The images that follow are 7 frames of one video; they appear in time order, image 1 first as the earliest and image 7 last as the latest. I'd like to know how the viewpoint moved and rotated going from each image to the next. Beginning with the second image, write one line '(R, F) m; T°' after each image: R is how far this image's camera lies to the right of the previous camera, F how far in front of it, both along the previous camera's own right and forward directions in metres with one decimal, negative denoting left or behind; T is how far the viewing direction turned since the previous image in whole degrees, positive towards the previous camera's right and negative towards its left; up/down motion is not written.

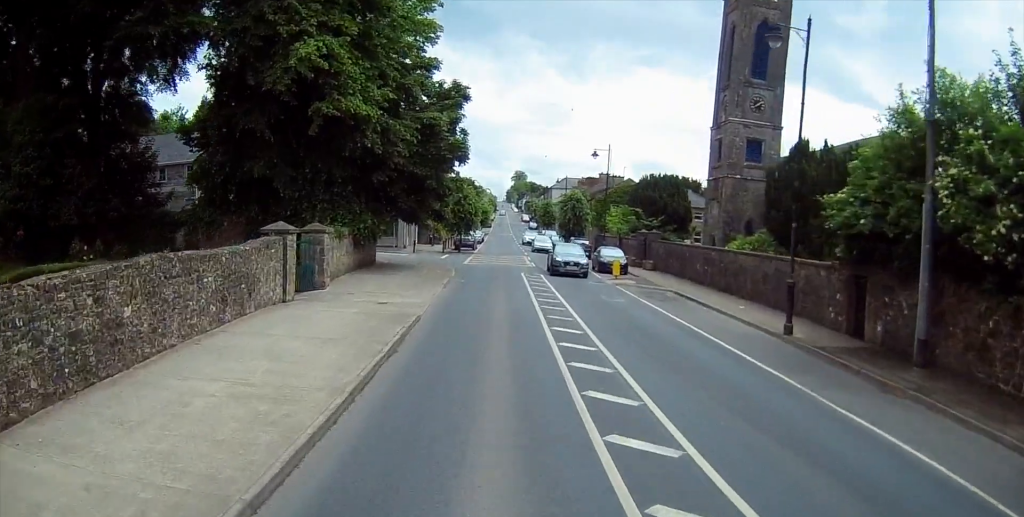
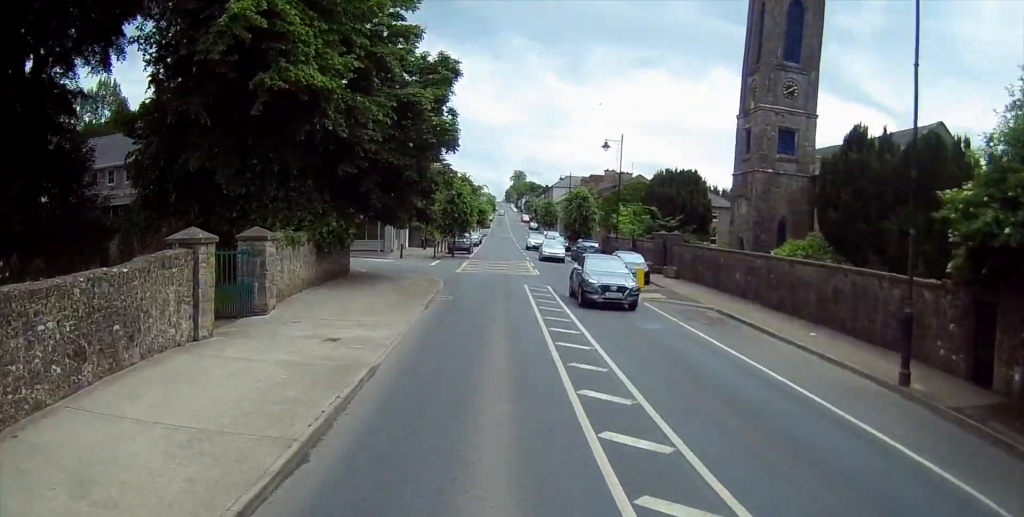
(-0.3, +5.8) m; 0°
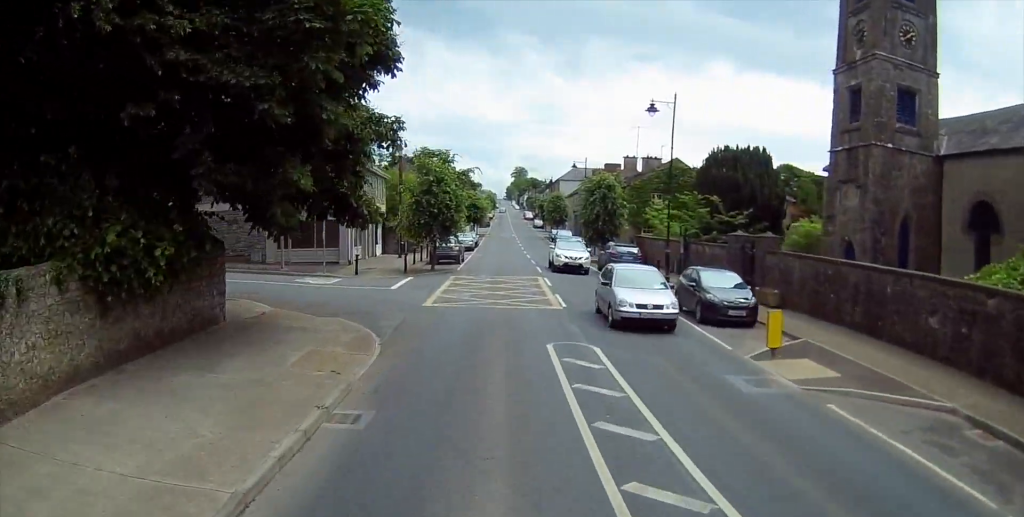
(+0.5, +13.7) m; +4°
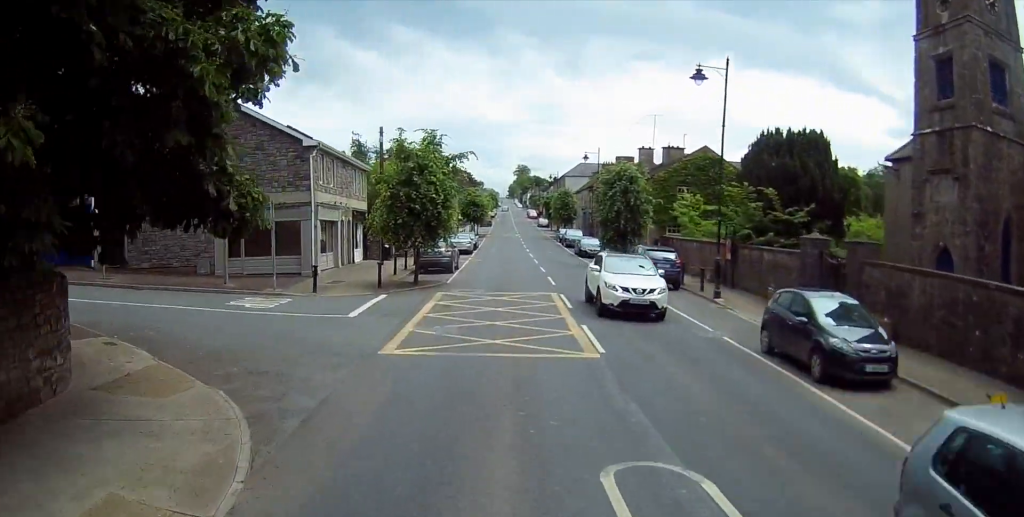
(+0.1, +7.1) m; -2°
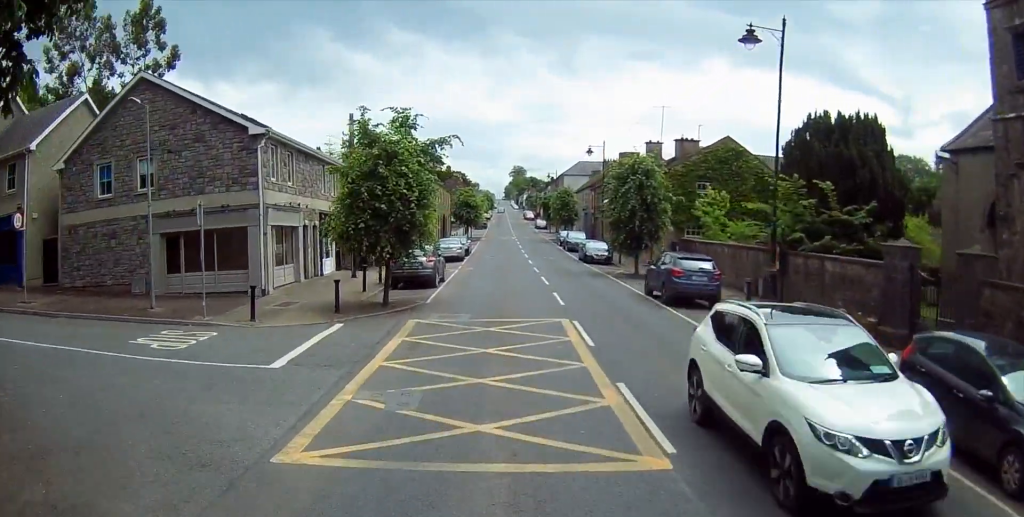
(+0.1, +5.5) m; -1°
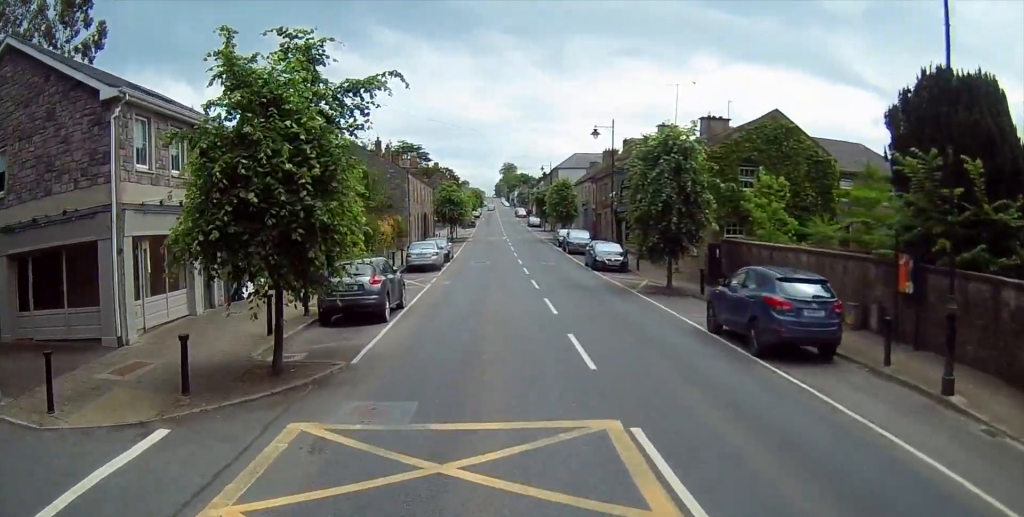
(-0.4, +8.8) m; -2°
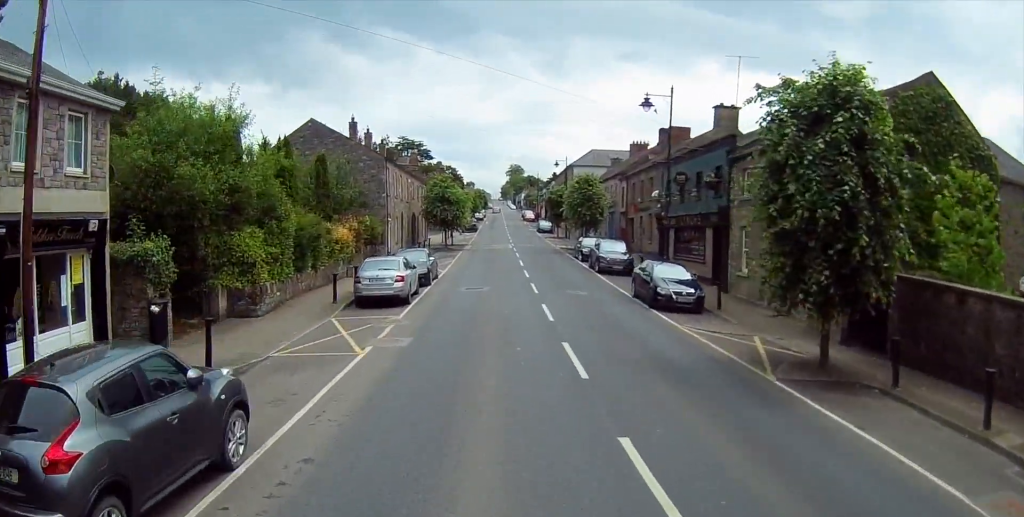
(+0.2, +12.3) m; +3°
